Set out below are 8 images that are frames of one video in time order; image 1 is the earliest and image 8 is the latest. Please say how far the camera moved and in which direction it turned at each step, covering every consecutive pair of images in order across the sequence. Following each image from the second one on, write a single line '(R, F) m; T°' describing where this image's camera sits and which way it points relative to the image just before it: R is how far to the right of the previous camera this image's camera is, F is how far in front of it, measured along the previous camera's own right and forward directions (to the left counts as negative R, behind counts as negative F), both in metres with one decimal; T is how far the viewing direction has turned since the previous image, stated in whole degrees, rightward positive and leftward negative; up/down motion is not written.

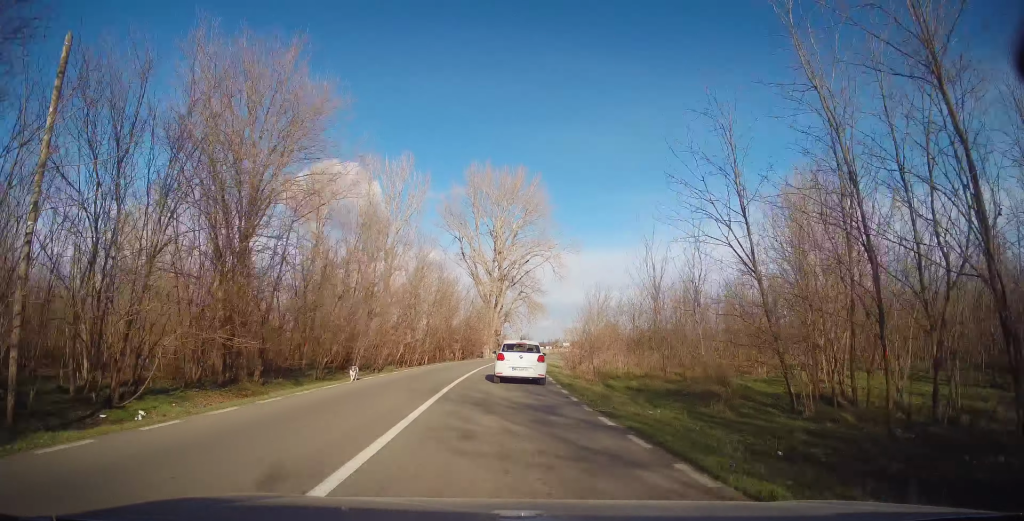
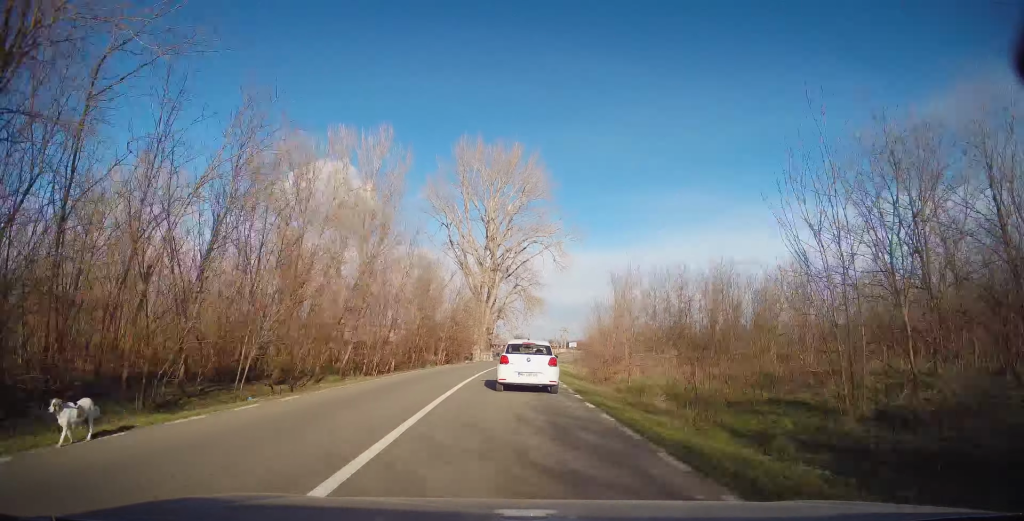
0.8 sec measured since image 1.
(0.0, +11.1) m; 0°
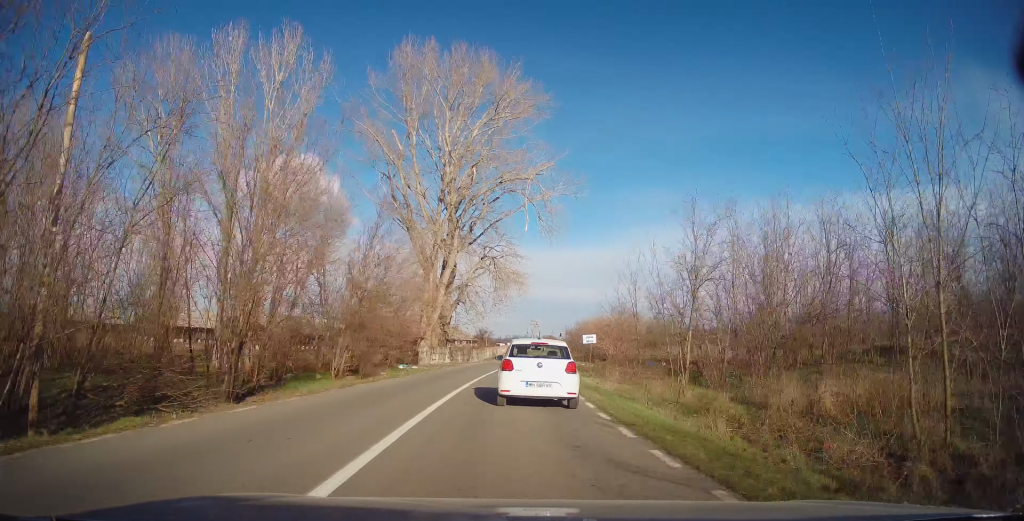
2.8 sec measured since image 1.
(+1.0, +23.8) m; +6°
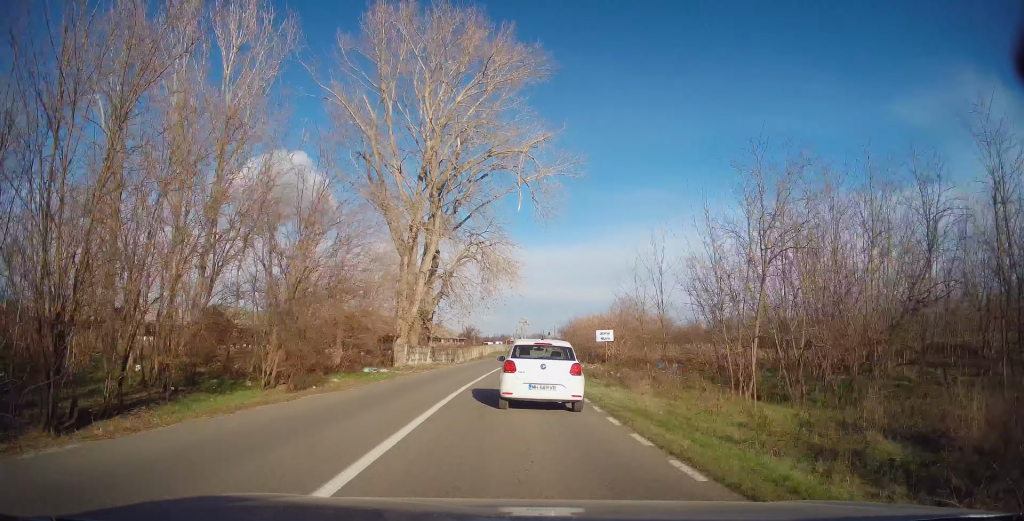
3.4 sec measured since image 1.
(+0.1, +7.0) m; +1°
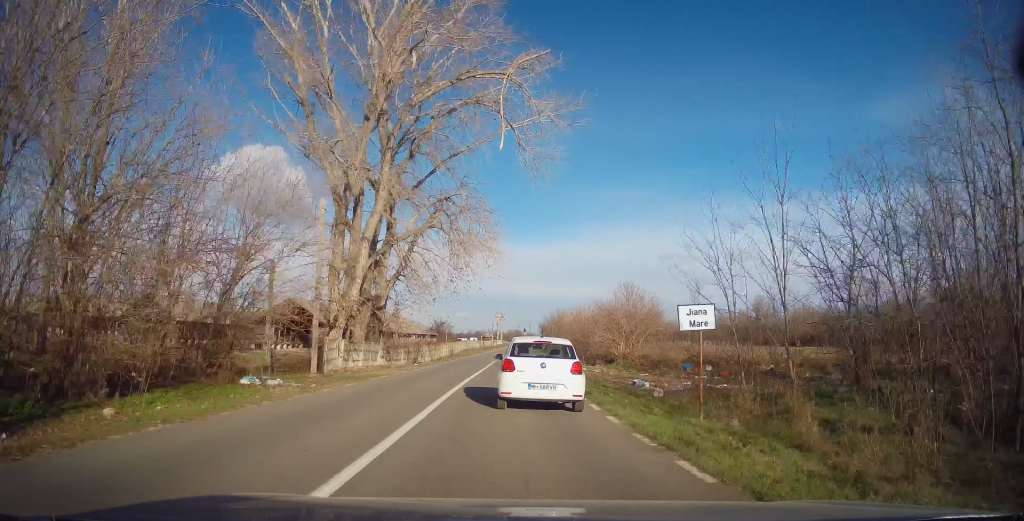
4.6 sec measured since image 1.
(-0.1, +12.1) m; +2°
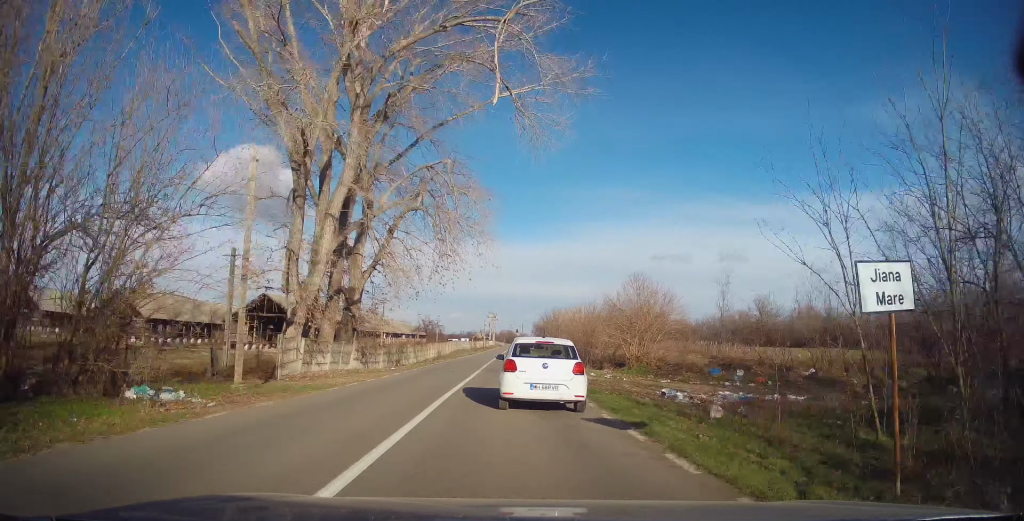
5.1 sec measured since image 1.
(0.0, +5.5) m; +2°
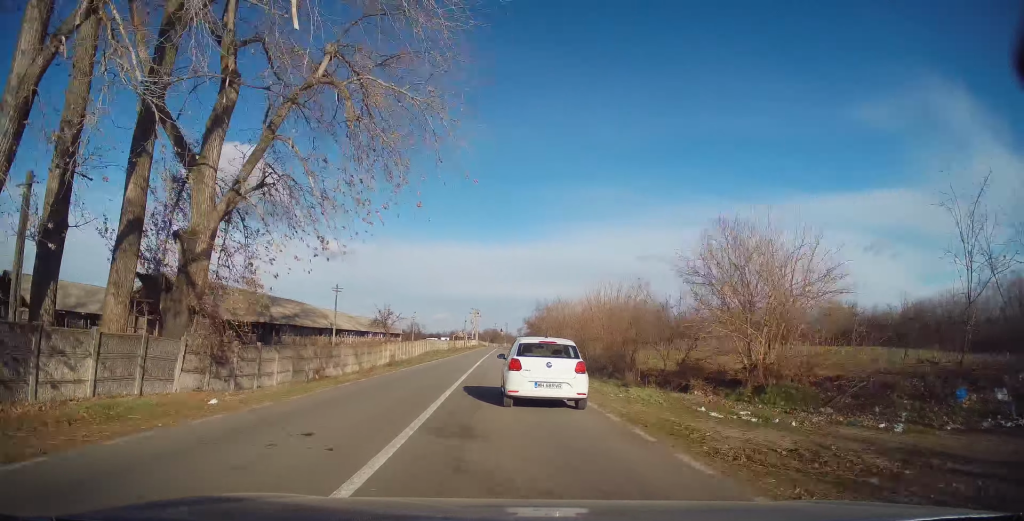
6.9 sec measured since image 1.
(+0.1, +18.4) m; 0°
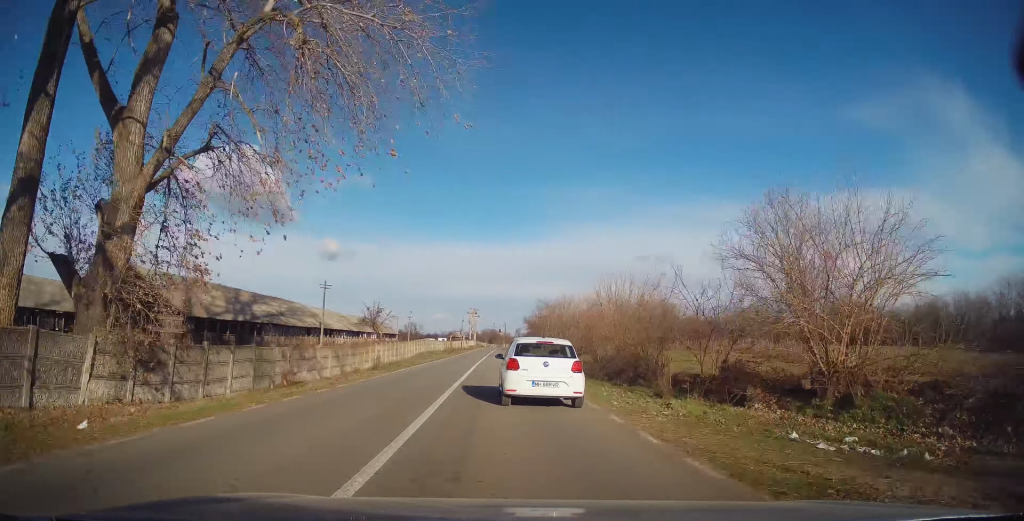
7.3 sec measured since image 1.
(0.0, +4.5) m; 0°
